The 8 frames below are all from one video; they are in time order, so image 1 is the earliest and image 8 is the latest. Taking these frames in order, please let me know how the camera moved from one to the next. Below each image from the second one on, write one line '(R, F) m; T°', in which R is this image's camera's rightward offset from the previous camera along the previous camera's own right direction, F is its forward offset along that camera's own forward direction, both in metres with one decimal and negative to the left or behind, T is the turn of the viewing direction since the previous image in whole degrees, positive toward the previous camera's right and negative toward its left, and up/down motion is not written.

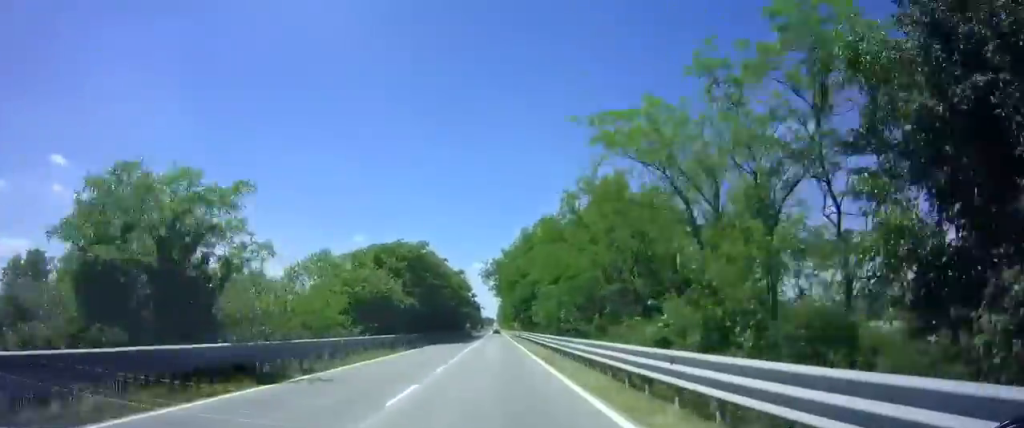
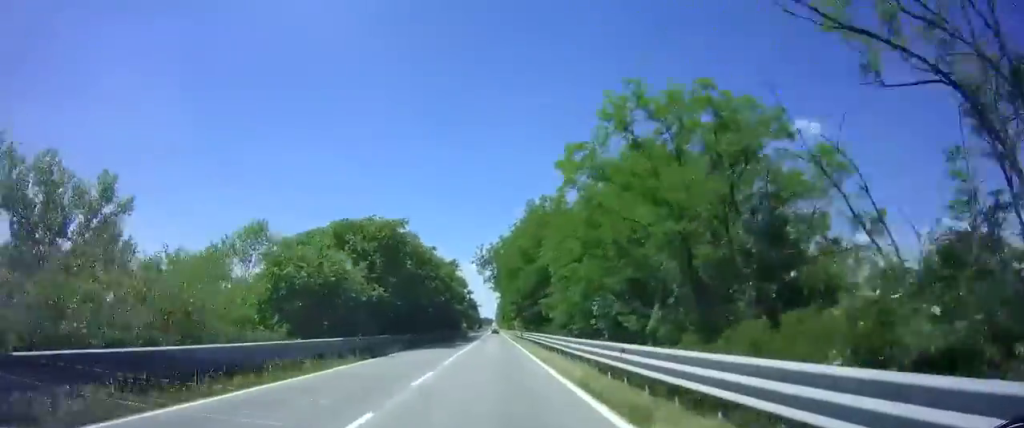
(0.0, +9.8) m; 0°
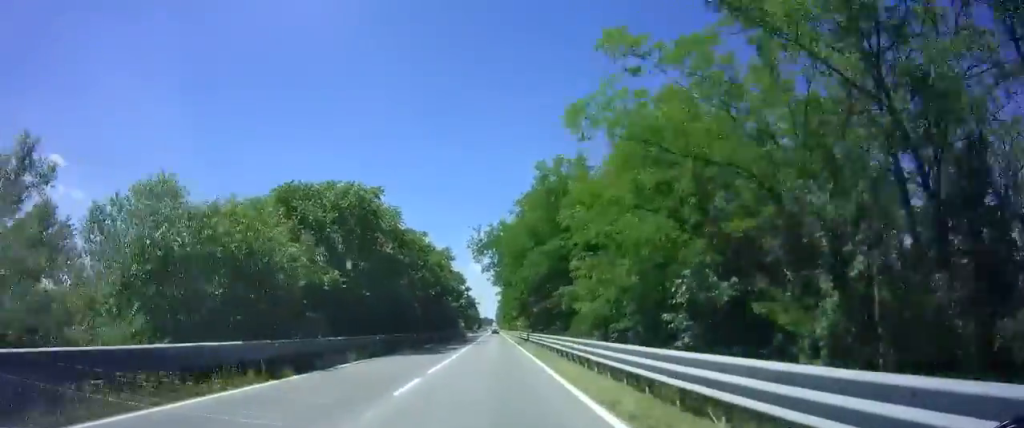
(0.0, +9.0) m; 0°
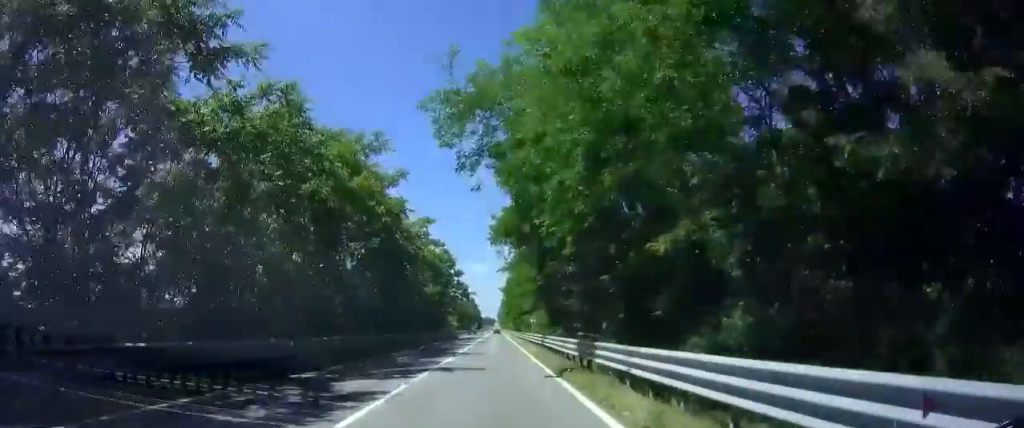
(+0.3, +26.3) m; 0°
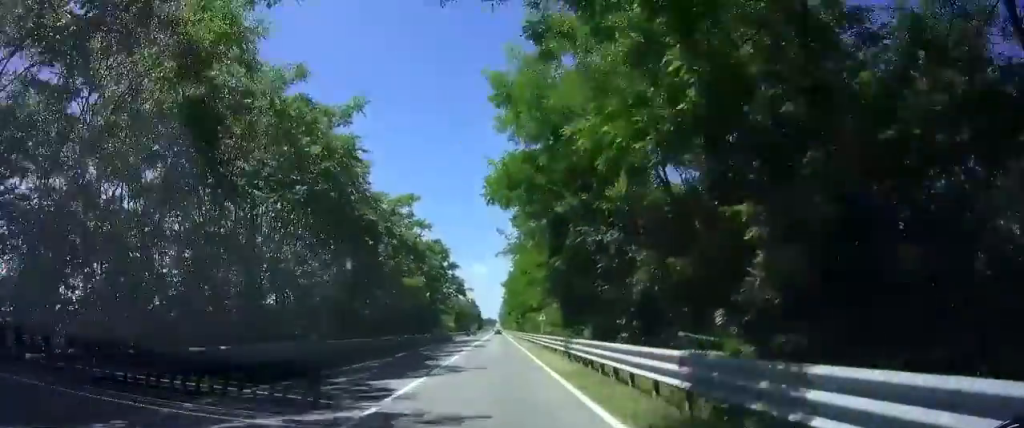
(0.0, +9.0) m; 0°
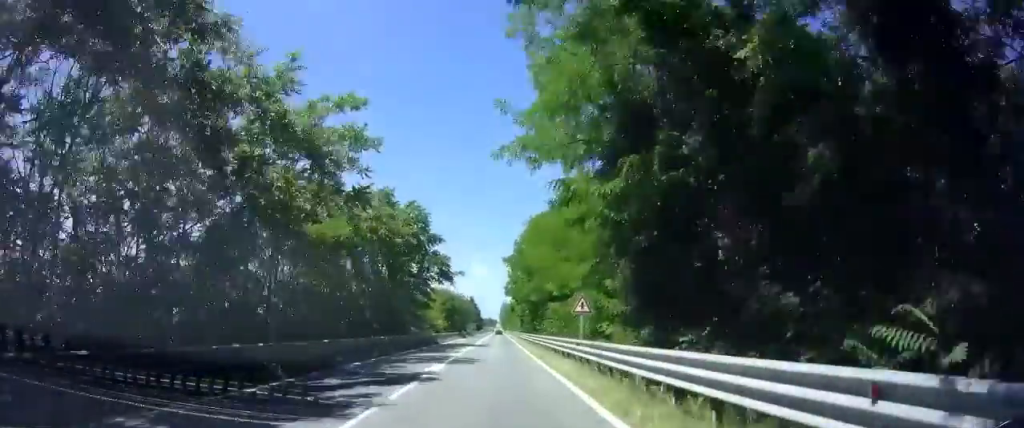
(-0.2, +17.3) m; -1°
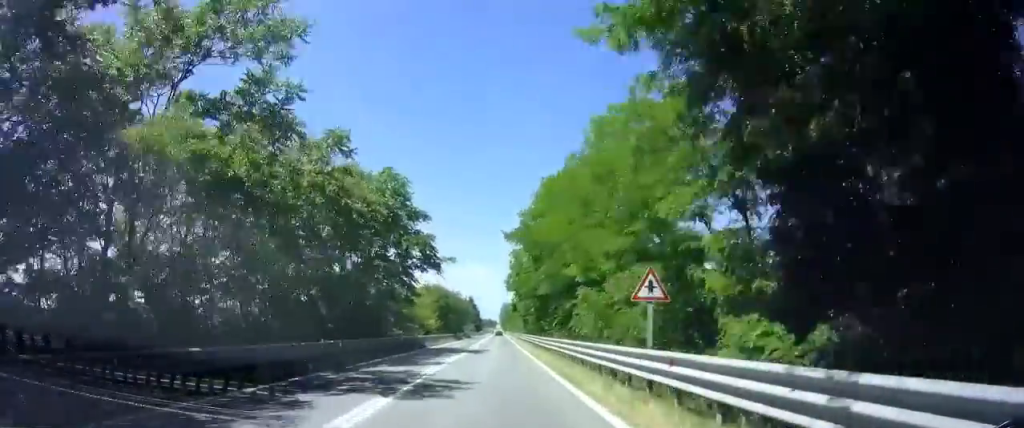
(0.0, +9.7) m; 0°
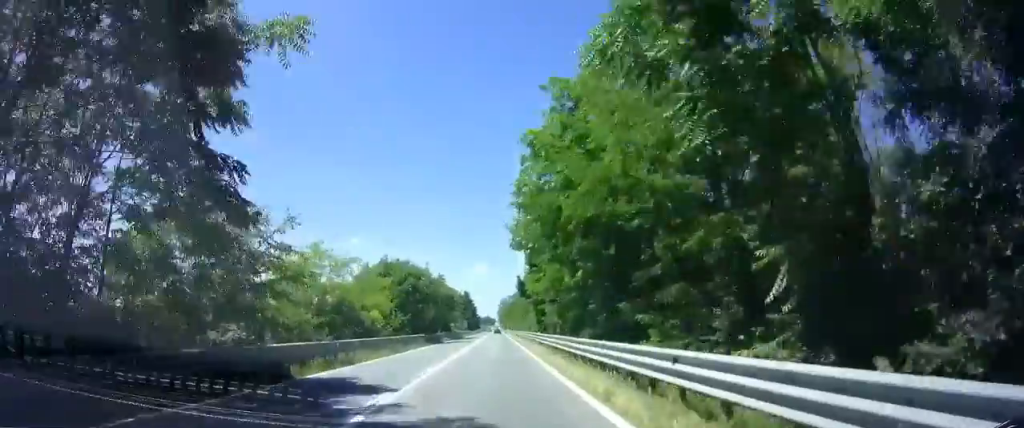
(0.0, +26.1) m; 0°
